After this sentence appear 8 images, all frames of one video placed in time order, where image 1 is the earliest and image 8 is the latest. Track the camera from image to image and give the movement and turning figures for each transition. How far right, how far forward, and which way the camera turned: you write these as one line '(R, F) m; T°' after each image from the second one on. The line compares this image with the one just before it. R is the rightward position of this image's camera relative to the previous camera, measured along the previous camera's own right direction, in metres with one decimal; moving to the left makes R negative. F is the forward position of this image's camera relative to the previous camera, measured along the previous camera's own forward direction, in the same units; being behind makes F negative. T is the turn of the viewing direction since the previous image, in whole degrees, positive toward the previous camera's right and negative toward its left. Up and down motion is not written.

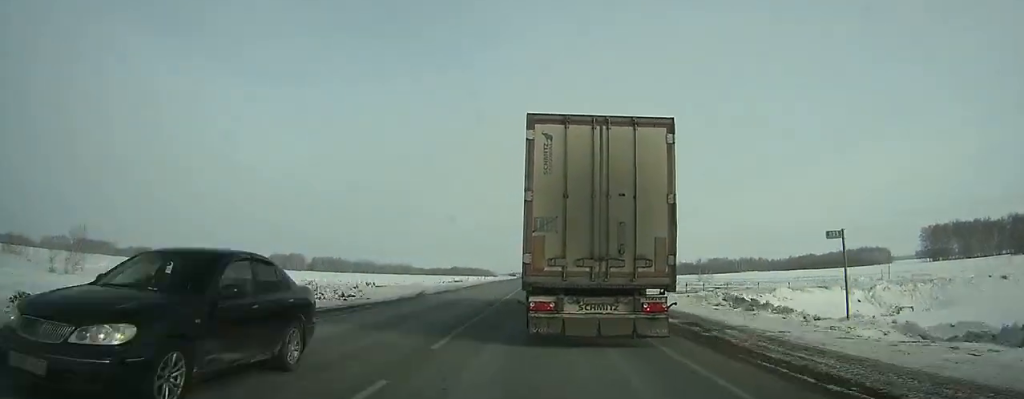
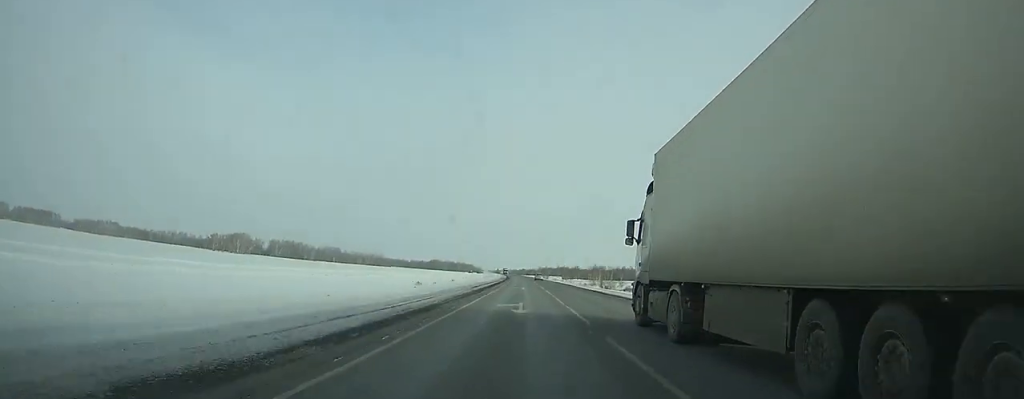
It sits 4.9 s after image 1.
(-7.0, +119.5) m; +1°
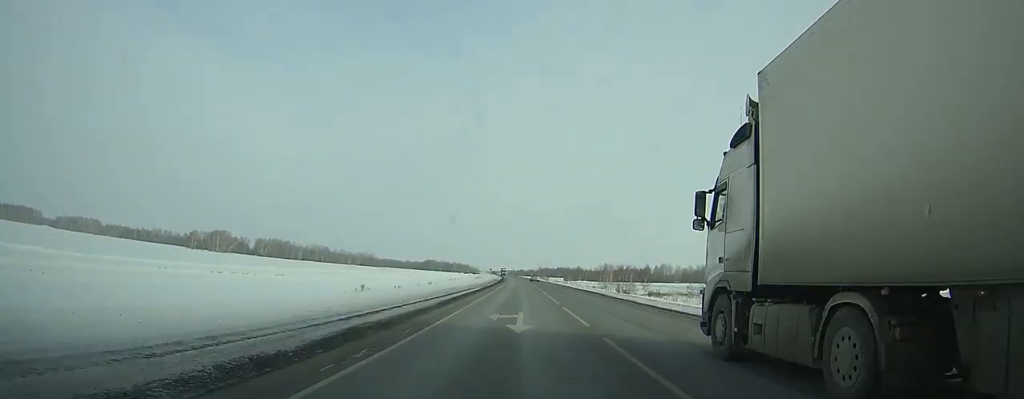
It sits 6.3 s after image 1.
(+0.7, +36.3) m; +1°
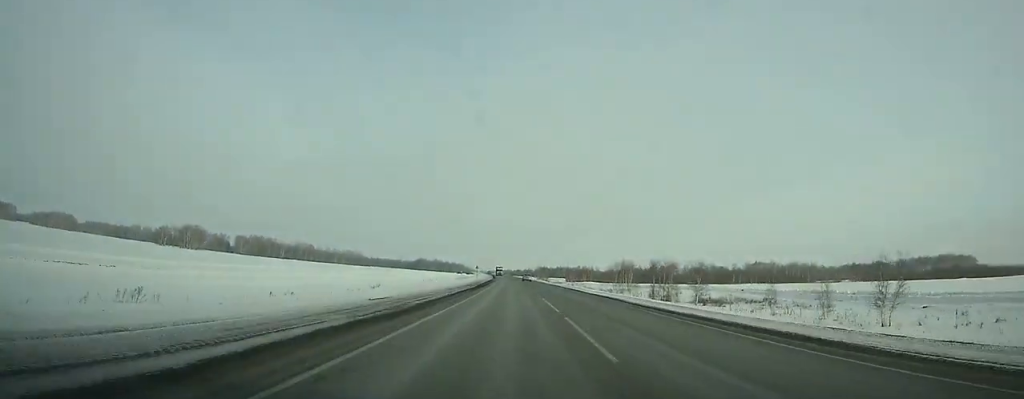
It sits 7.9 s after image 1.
(+0.3, +42.6) m; 0°
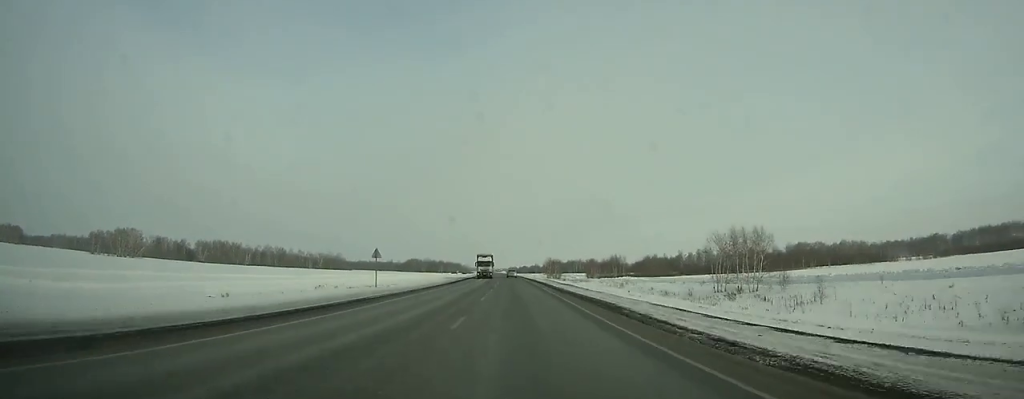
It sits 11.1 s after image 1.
(-0.5, +86.9) m; -2°
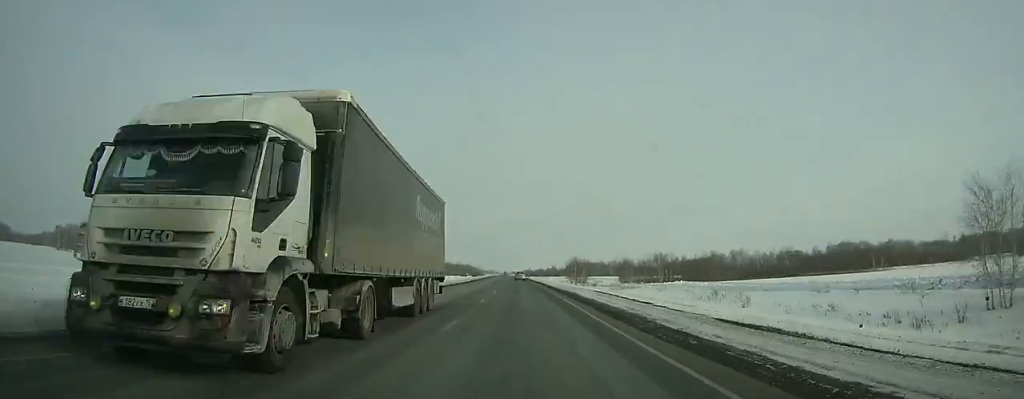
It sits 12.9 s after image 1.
(-0.7, +49.3) m; -1°
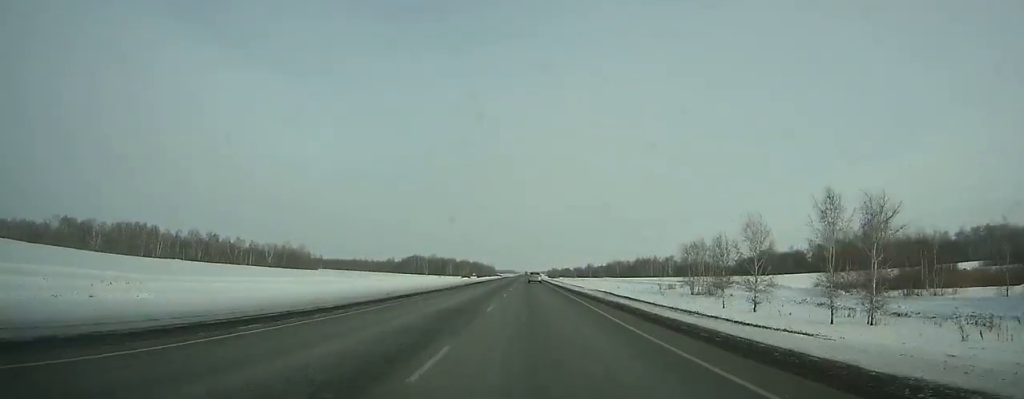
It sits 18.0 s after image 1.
(-3.2, +138.2) m; -2°
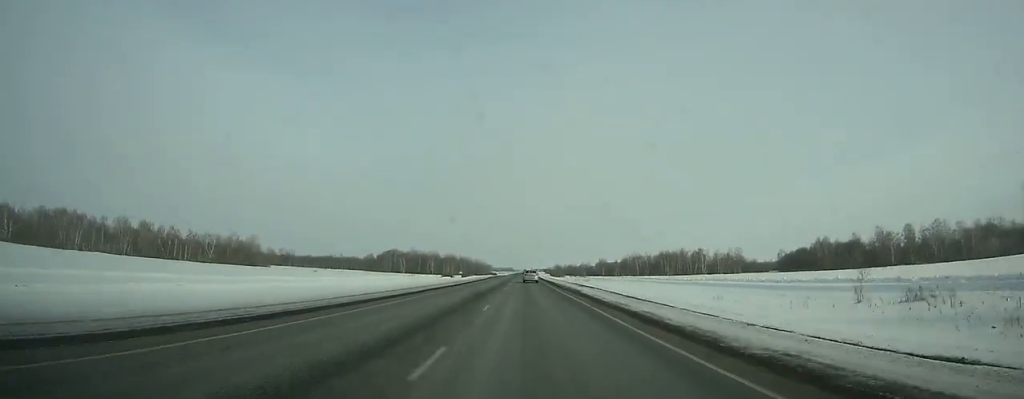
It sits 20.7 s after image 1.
(-0.2, +71.1) m; 0°
